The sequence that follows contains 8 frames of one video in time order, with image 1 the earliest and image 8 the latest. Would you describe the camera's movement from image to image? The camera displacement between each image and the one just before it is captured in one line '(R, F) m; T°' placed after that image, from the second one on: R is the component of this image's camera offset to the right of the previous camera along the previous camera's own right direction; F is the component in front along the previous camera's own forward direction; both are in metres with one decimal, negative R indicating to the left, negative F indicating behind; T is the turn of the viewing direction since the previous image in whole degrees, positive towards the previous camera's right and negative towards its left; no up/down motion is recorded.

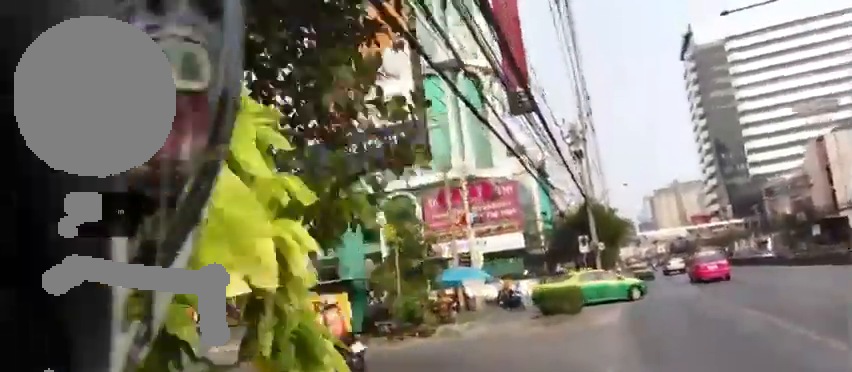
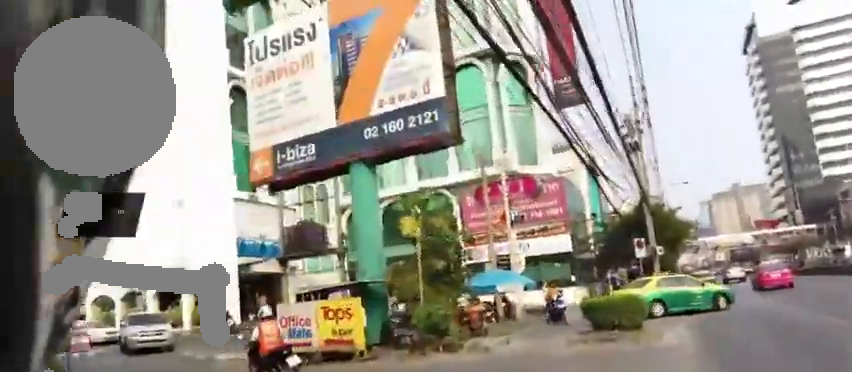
(0.0, +3.0) m; 0°
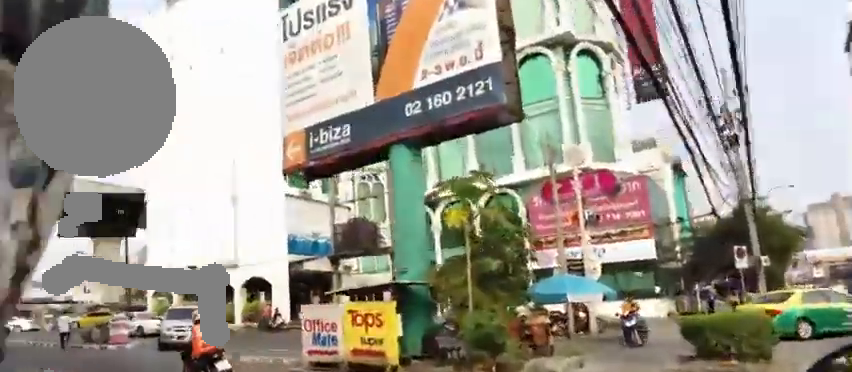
(0.0, +3.2) m; 0°
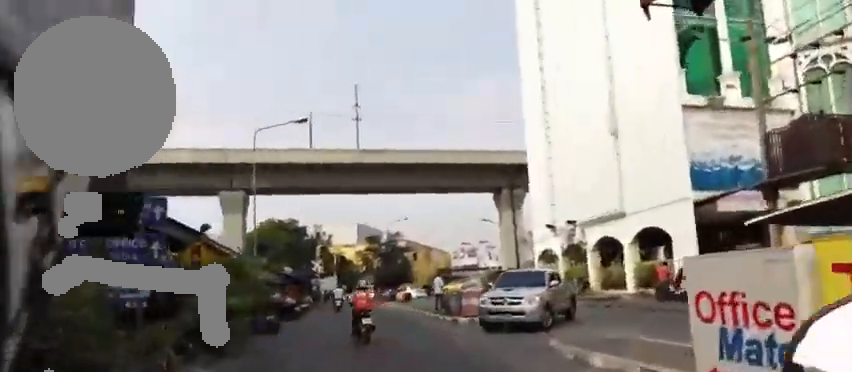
(0.0, +9.4) m; -10°
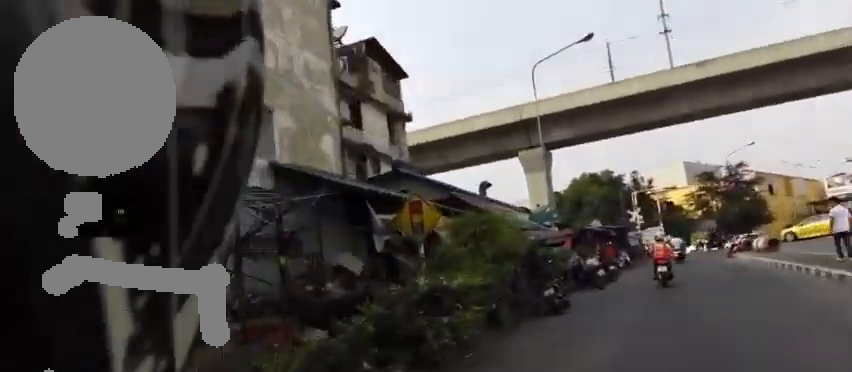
(-2.8, +4.9) m; -66°
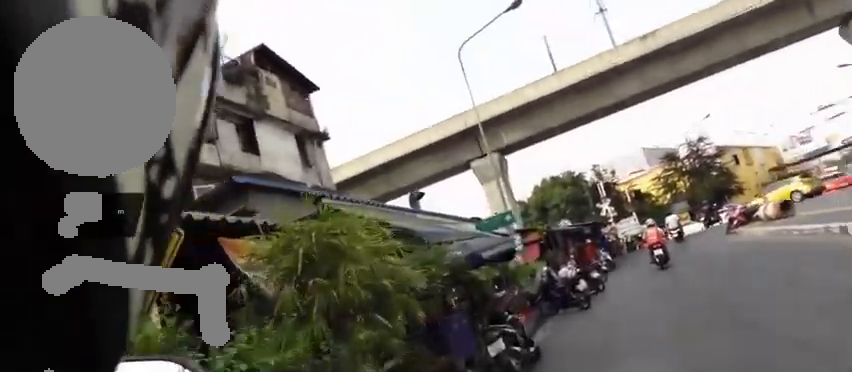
(-2.8, +7.1) m; -22°
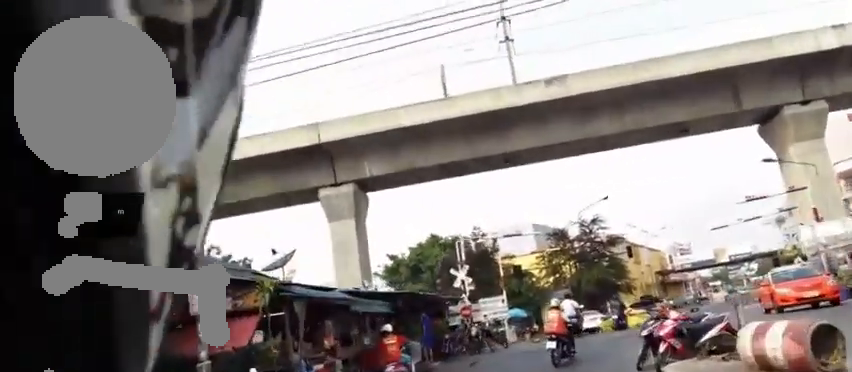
(0.0, +14.9) m; 0°
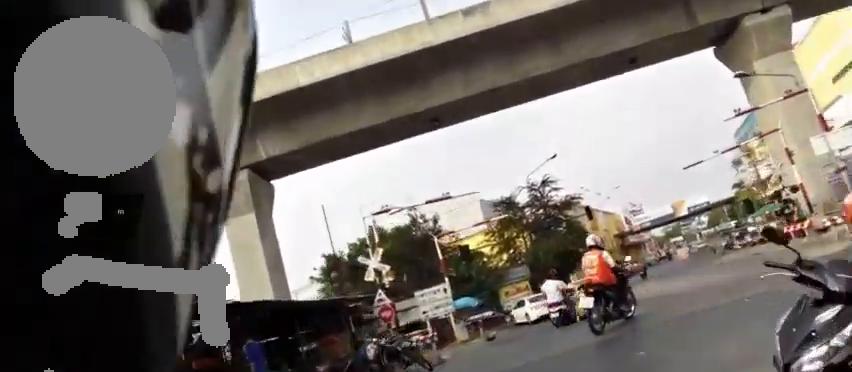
(0.0, +8.3) m; 0°
